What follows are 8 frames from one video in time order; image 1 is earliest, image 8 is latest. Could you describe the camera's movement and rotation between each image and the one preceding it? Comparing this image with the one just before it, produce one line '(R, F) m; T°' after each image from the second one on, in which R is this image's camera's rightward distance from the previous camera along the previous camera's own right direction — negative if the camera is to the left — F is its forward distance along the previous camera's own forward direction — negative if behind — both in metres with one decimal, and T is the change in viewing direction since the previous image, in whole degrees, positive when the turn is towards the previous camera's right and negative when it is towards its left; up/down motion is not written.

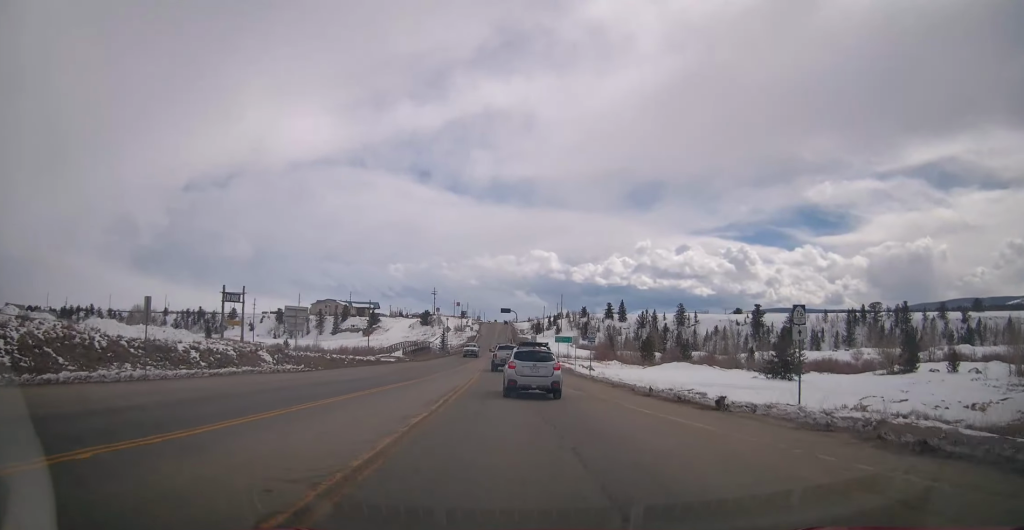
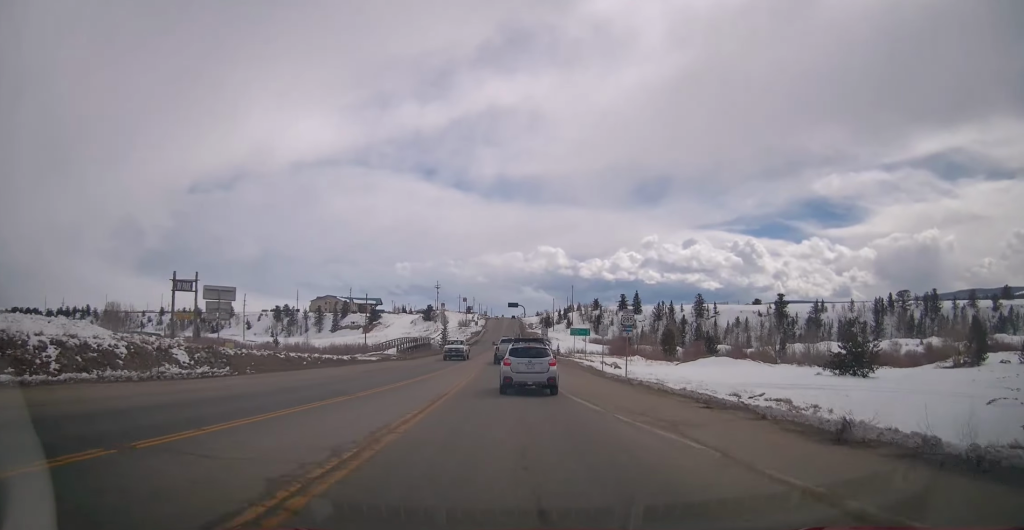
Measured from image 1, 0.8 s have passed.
(0.0, +12.1) m; 0°
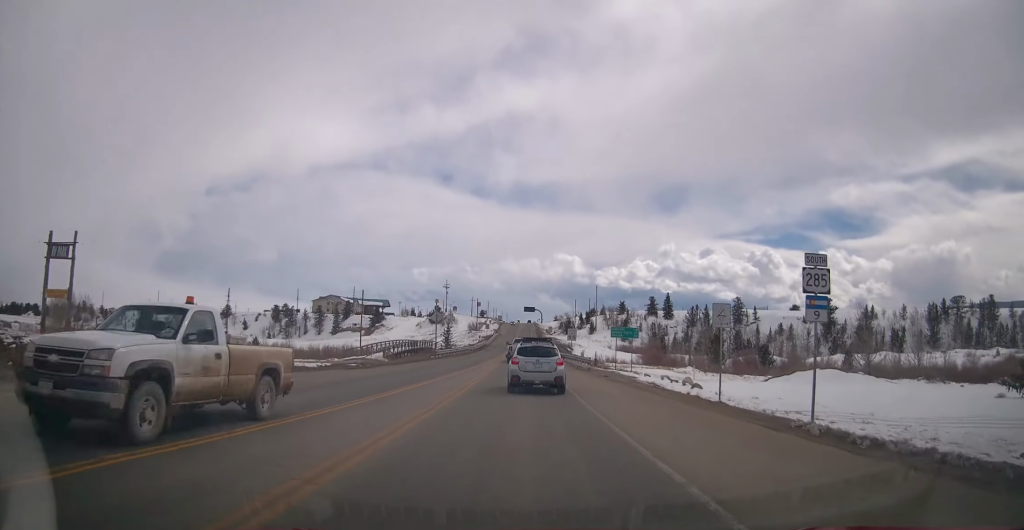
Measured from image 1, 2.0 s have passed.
(-0.1, +20.6) m; 0°
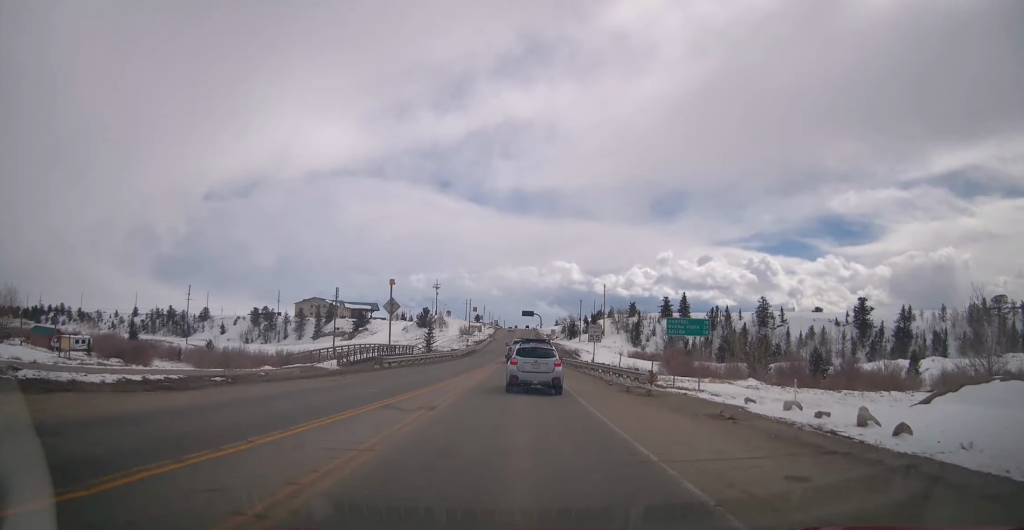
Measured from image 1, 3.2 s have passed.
(0.0, +19.4) m; -1°
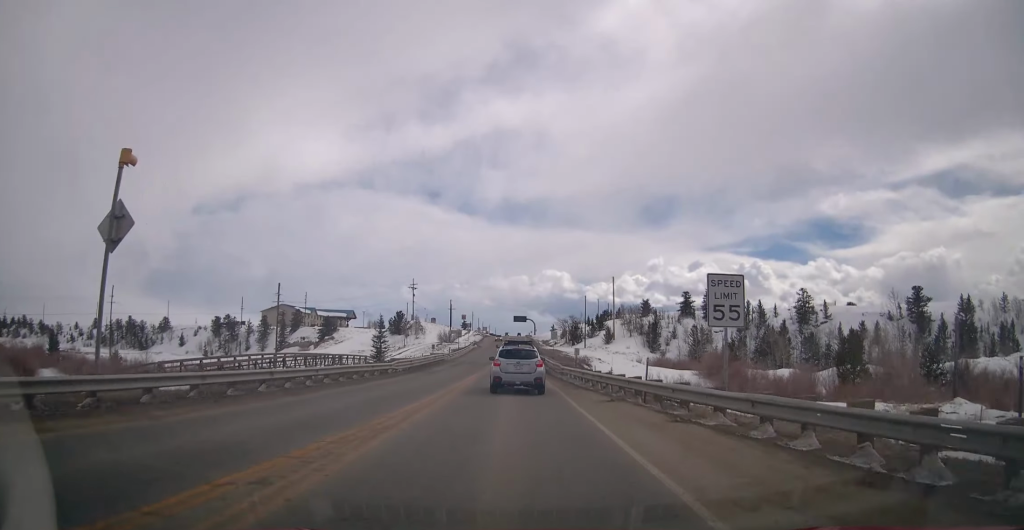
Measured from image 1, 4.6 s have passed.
(-0.9, +26.2) m; -1°
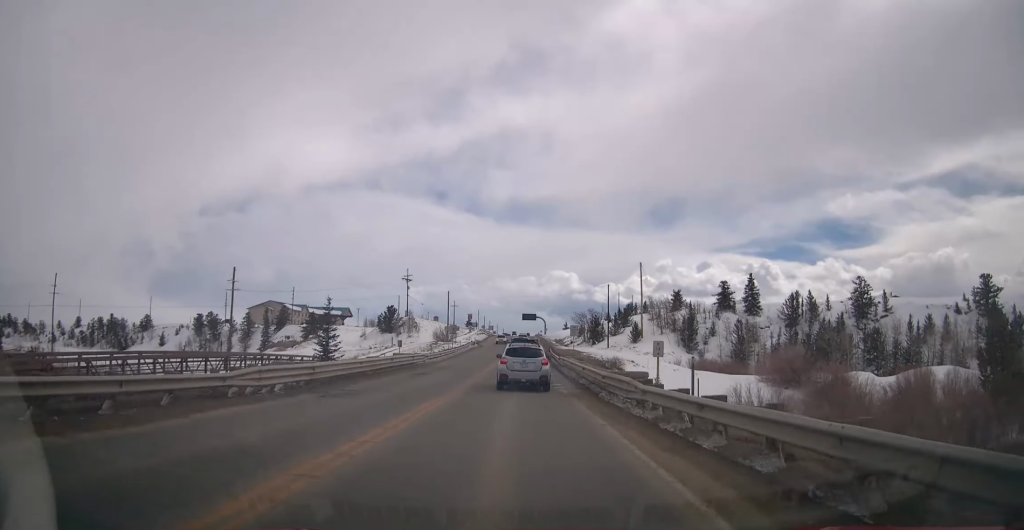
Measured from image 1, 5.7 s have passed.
(+0.6, +19.4) m; +2°
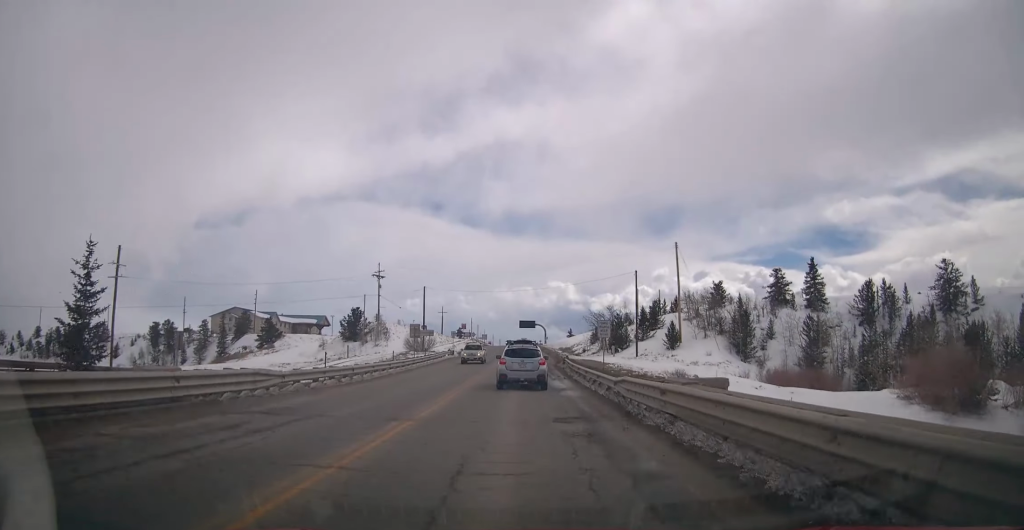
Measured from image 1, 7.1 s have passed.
(0.0, +25.7) m; 0°
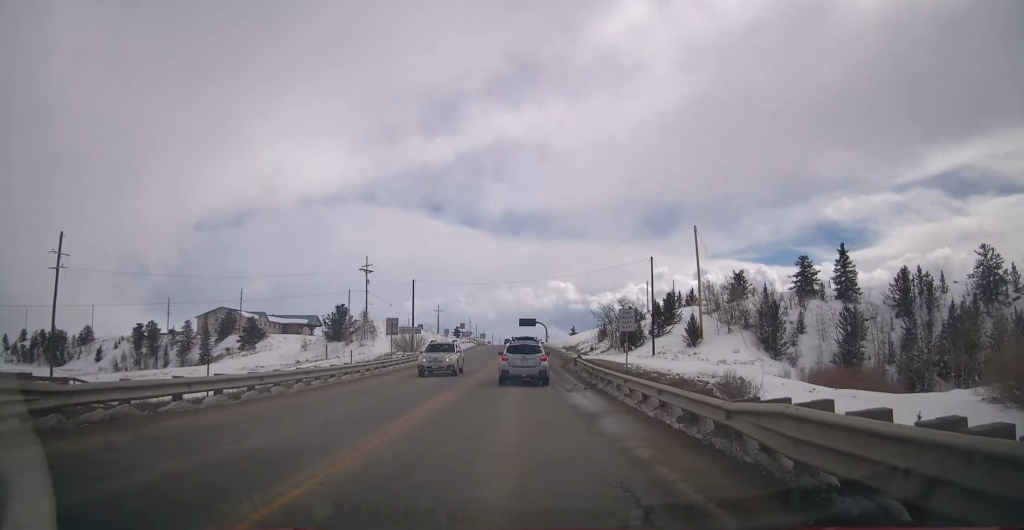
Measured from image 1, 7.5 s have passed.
(0.0, +8.8) m; 0°
